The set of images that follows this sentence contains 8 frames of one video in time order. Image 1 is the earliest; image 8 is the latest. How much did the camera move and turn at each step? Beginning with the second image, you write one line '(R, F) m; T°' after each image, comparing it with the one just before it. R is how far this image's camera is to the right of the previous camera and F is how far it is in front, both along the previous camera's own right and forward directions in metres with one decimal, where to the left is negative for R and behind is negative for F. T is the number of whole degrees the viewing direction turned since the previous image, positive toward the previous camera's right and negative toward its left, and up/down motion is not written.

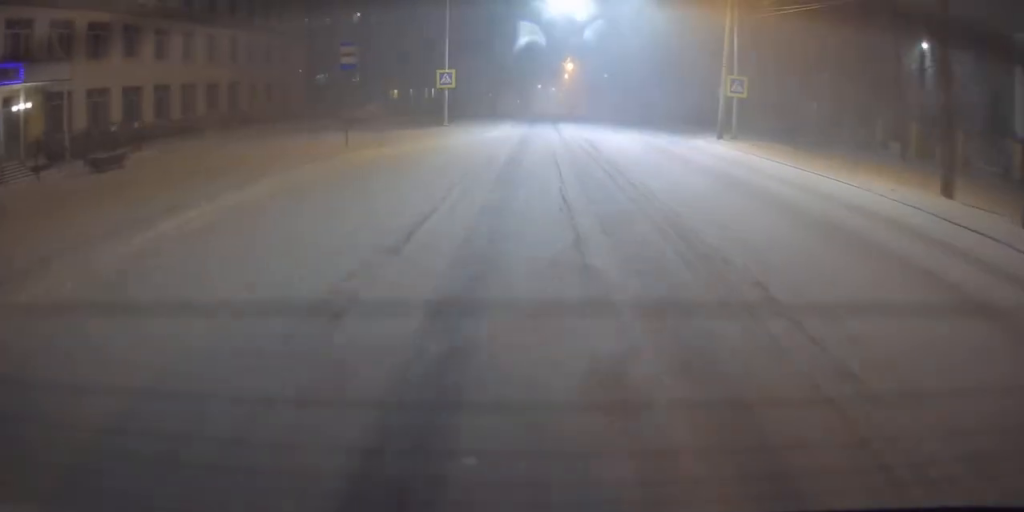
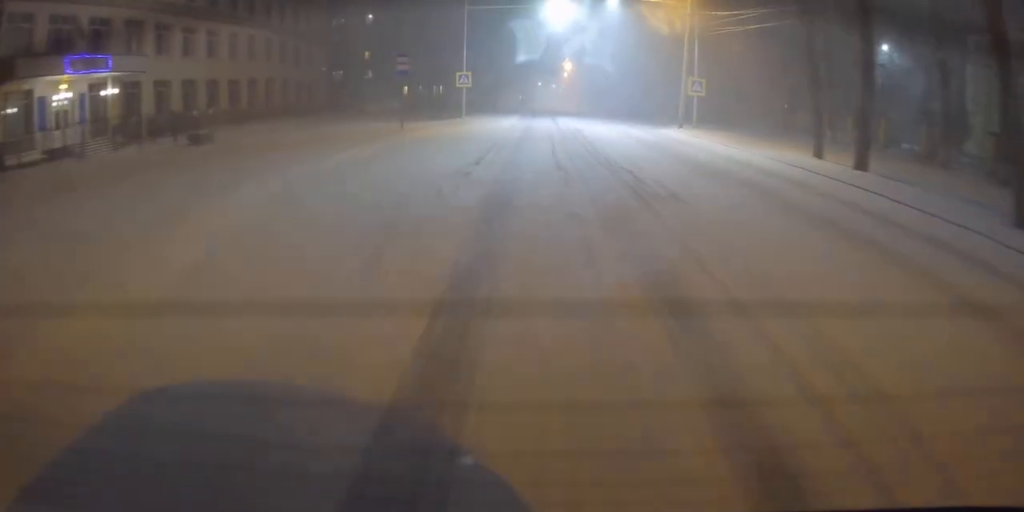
(+0.1, +7.6) m; +1°
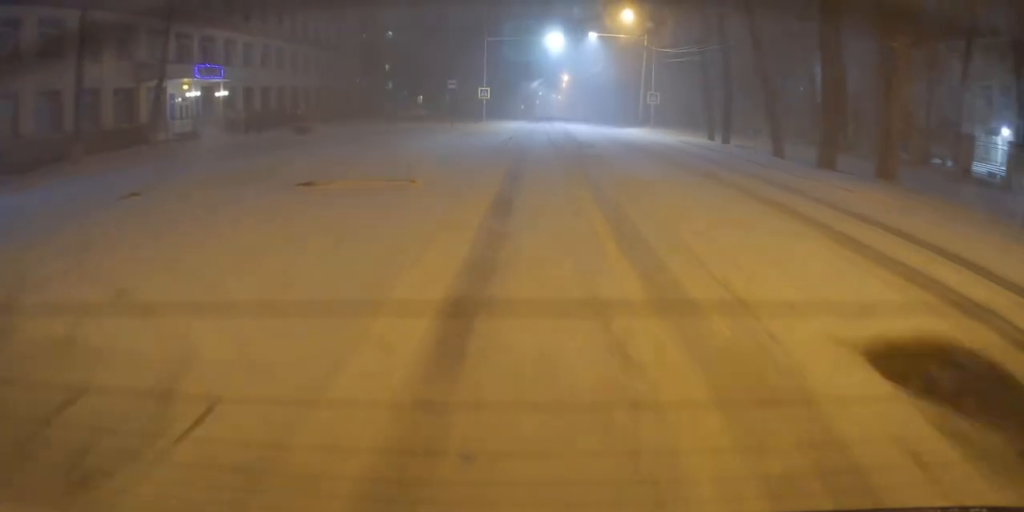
(+0.1, +13.1) m; 0°
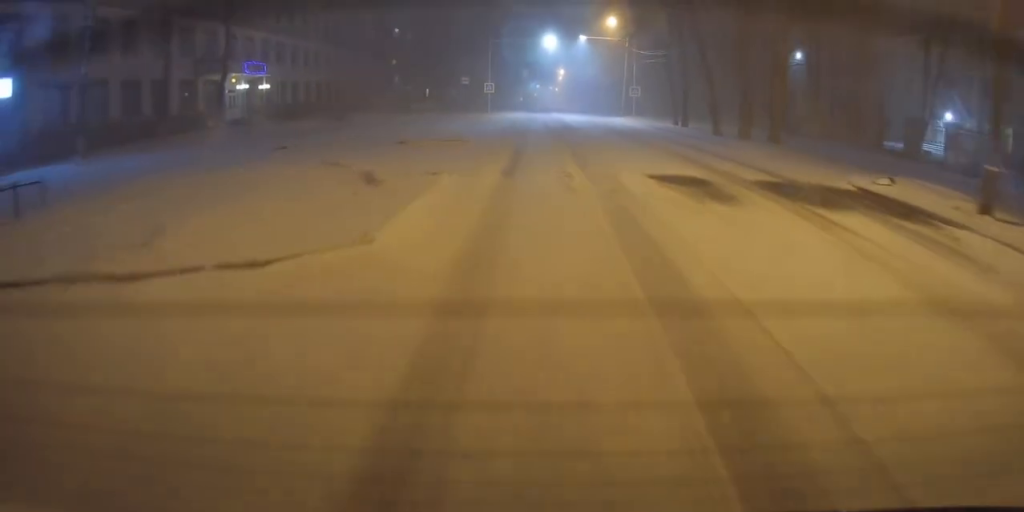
(0.0, +8.0) m; +1°
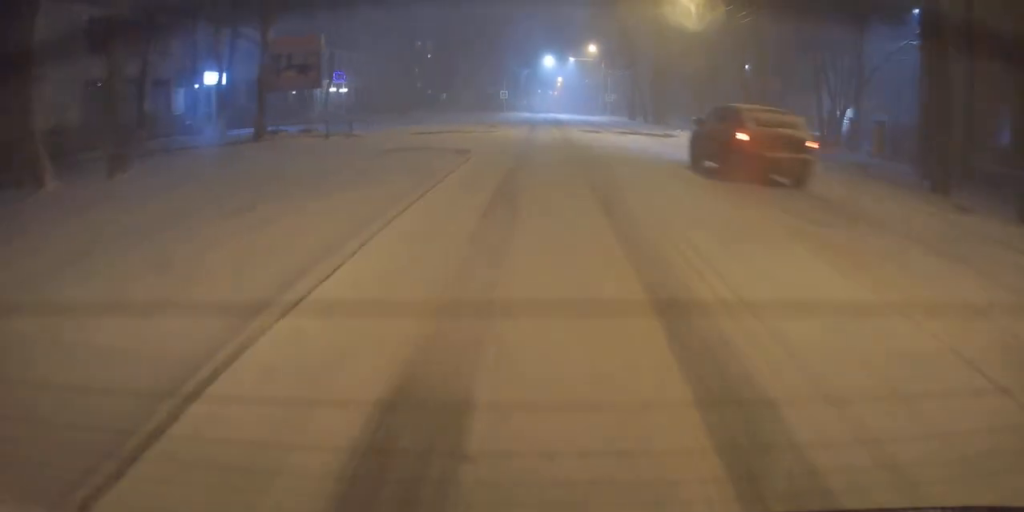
(+0.2, +21.8) m; 0°
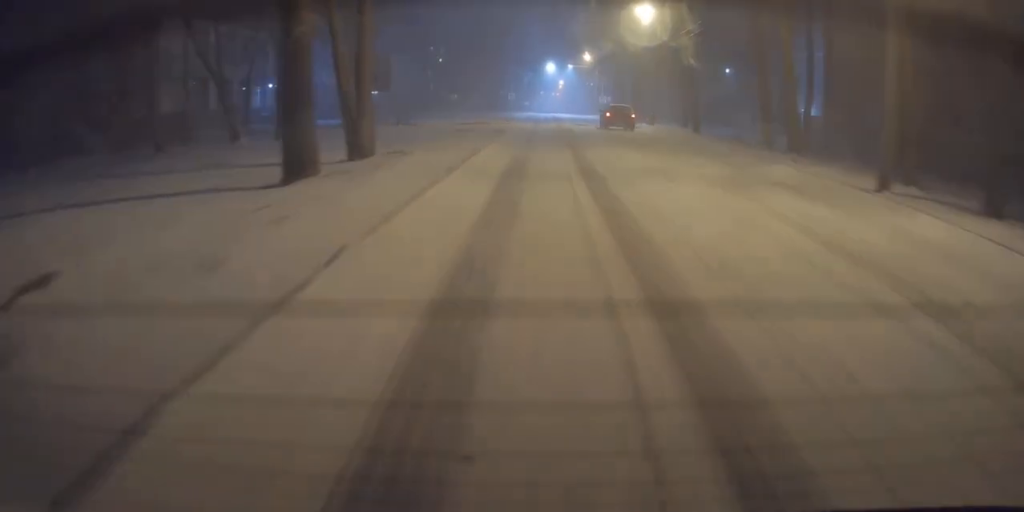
(+0.2, +12.6) m; +1°
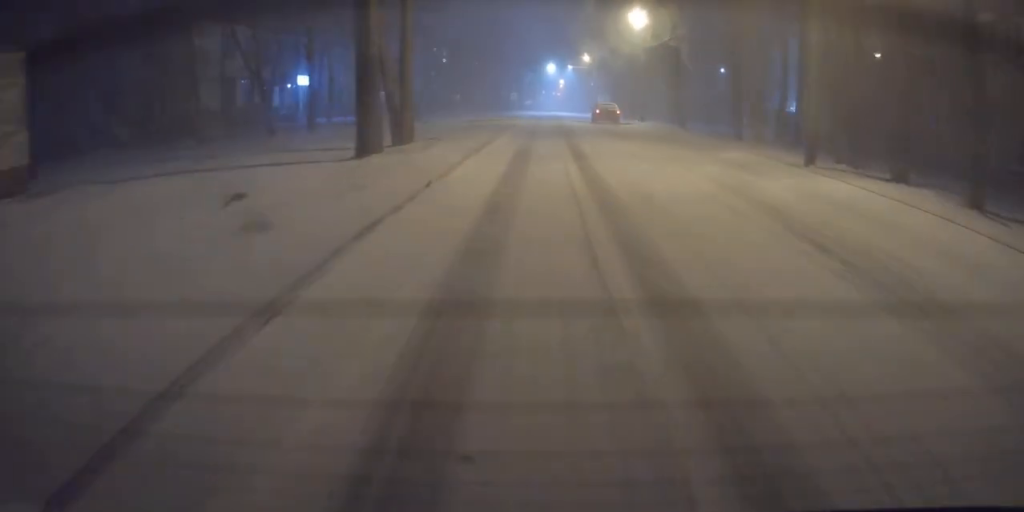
(0.0, +4.4) m; -1°
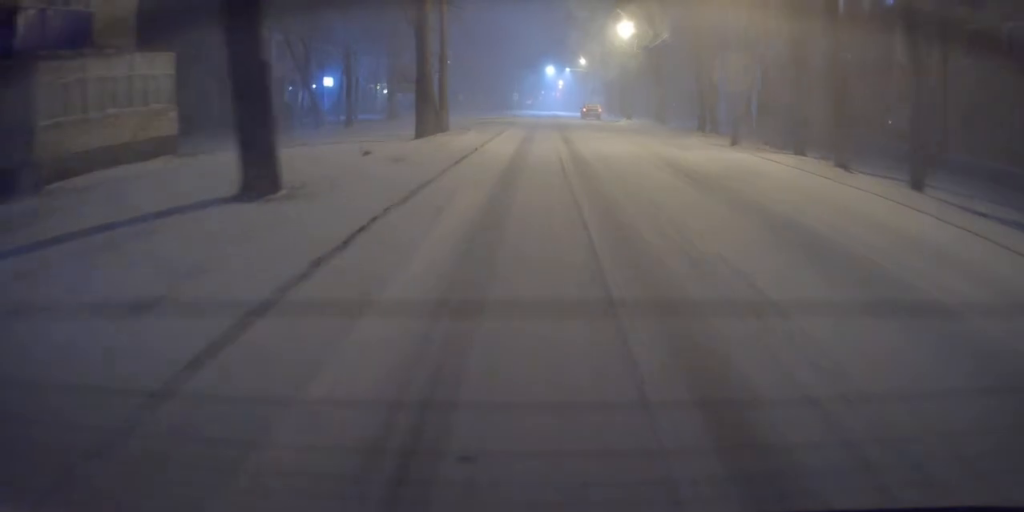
(-0.1, +6.8) m; -1°
